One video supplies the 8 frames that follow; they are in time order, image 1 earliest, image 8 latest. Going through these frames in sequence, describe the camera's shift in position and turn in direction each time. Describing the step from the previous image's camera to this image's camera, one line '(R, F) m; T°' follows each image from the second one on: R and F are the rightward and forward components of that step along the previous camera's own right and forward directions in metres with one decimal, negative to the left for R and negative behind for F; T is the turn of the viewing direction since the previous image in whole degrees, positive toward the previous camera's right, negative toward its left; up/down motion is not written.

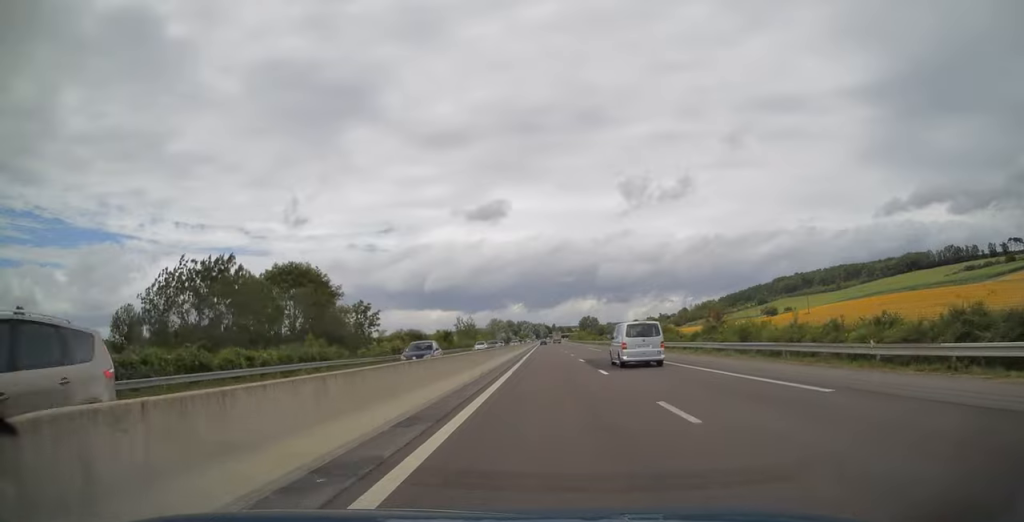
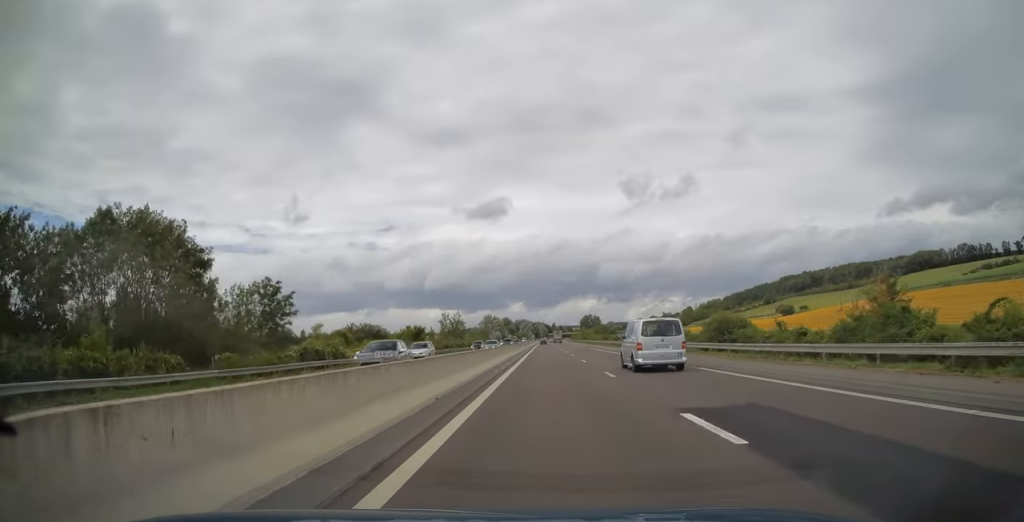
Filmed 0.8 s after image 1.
(+0.1, +27.8) m; 0°
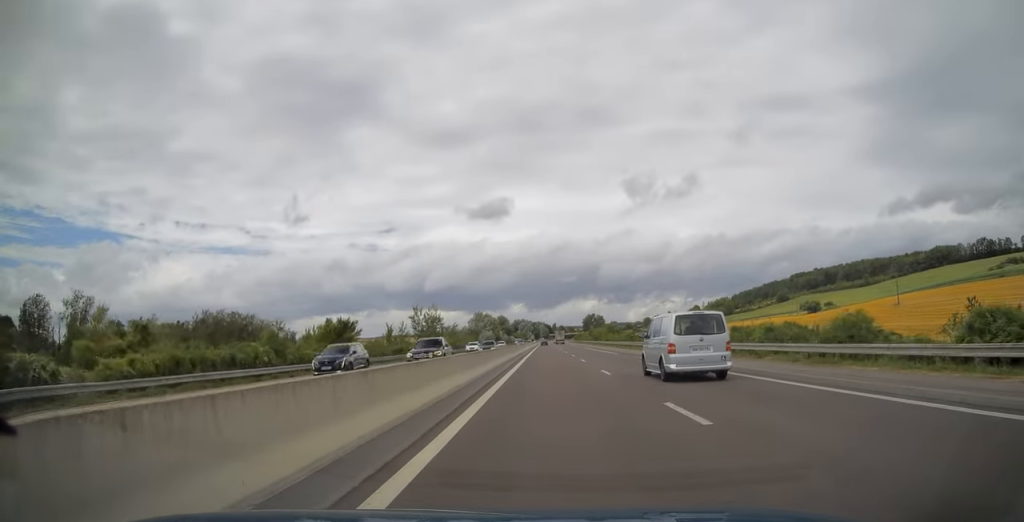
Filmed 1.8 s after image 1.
(0.0, +37.0) m; 0°
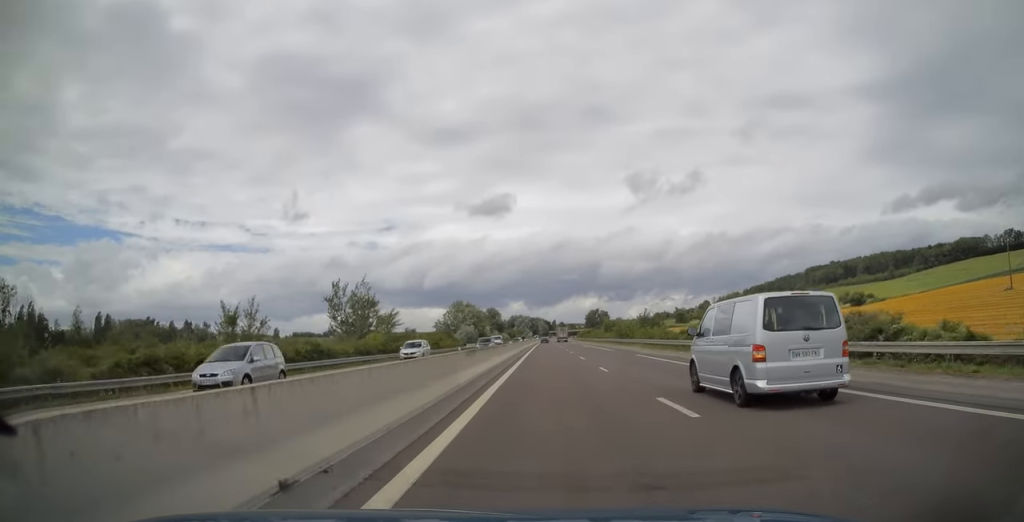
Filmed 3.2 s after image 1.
(0.0, +50.9) m; 0°
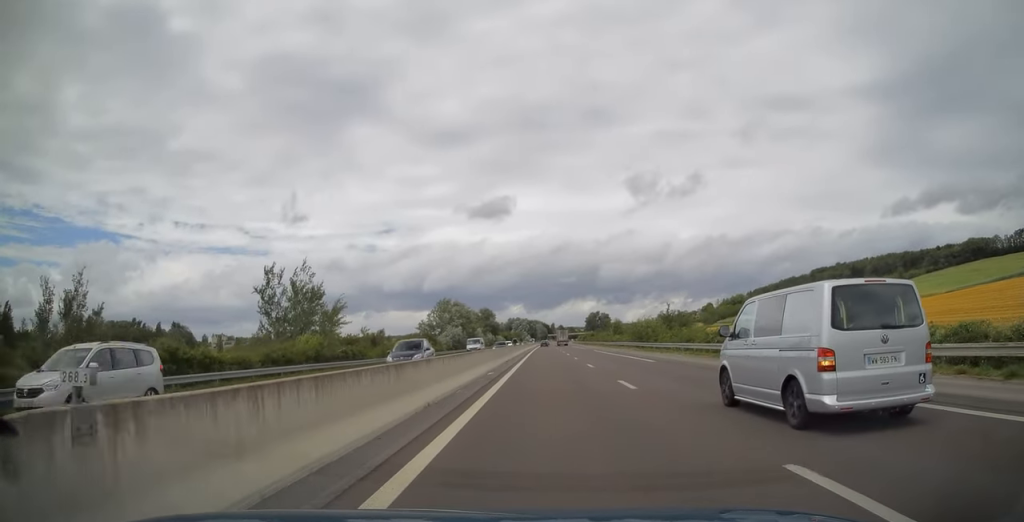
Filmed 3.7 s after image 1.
(-0.1, +19.9) m; 0°
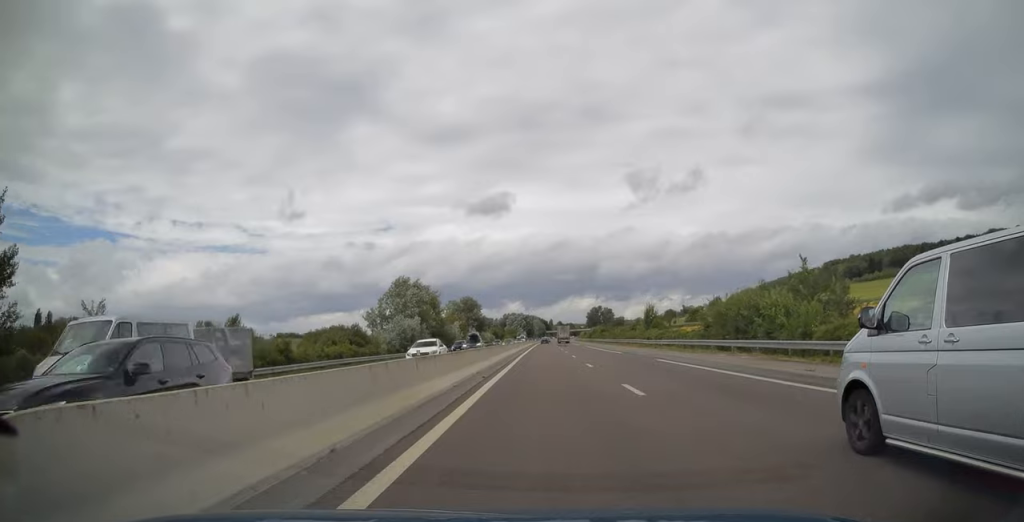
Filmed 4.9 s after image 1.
(+0.1, +41.4) m; 0°
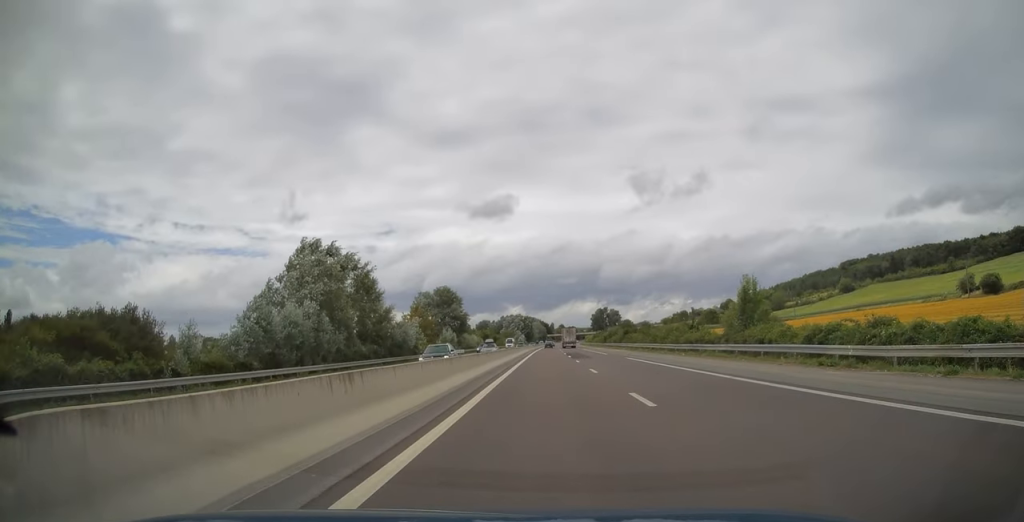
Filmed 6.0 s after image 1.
(0.0, +40.6) m; 0°
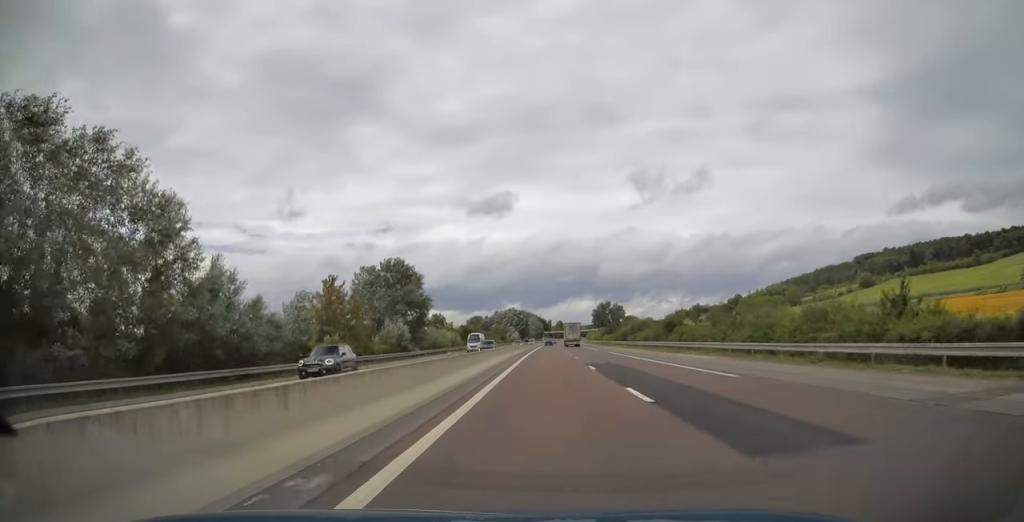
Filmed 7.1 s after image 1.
(0.0, +38.6) m; 0°
